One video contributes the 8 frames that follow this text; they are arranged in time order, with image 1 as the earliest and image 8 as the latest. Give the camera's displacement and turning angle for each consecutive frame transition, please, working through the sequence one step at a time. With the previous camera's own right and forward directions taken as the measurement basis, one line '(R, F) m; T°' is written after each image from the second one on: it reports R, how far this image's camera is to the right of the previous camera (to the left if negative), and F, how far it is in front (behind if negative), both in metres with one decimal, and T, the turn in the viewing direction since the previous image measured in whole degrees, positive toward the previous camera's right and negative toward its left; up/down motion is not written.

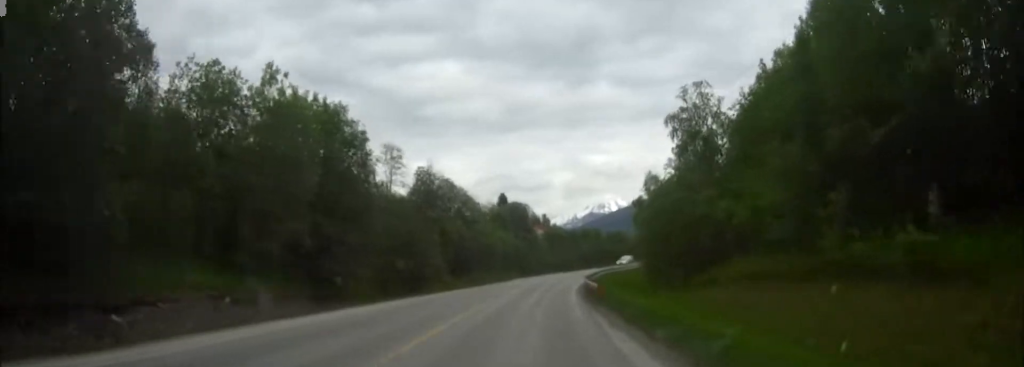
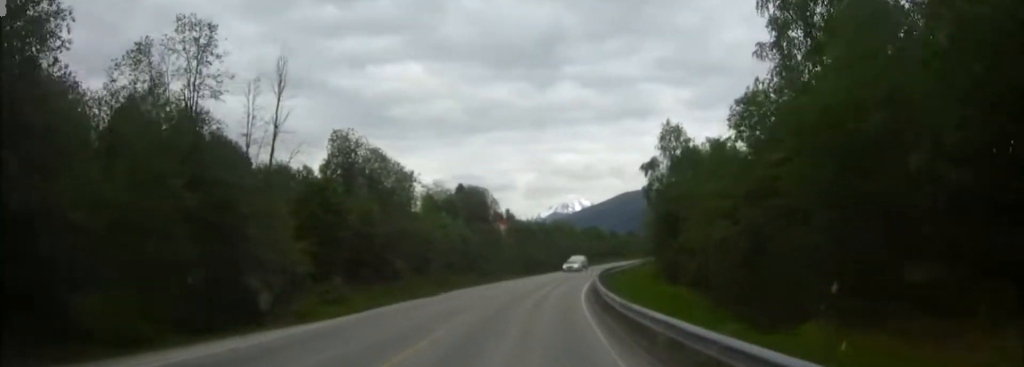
(+0.7, +30.9) m; +3°
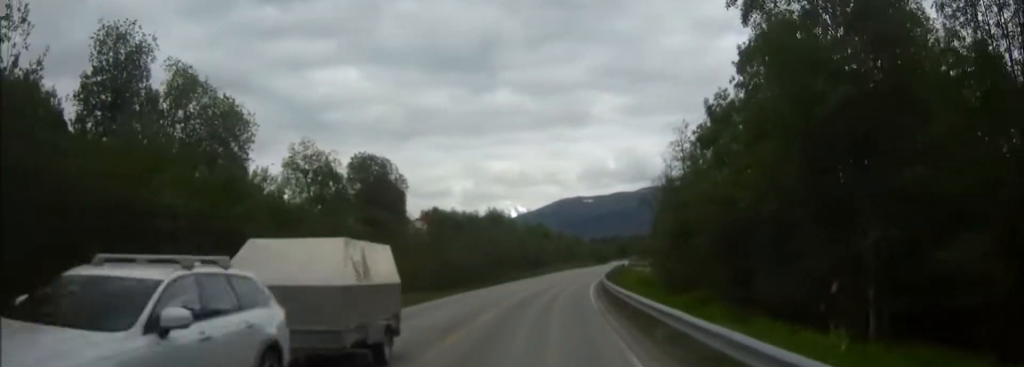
(+1.7, +39.0) m; +6°
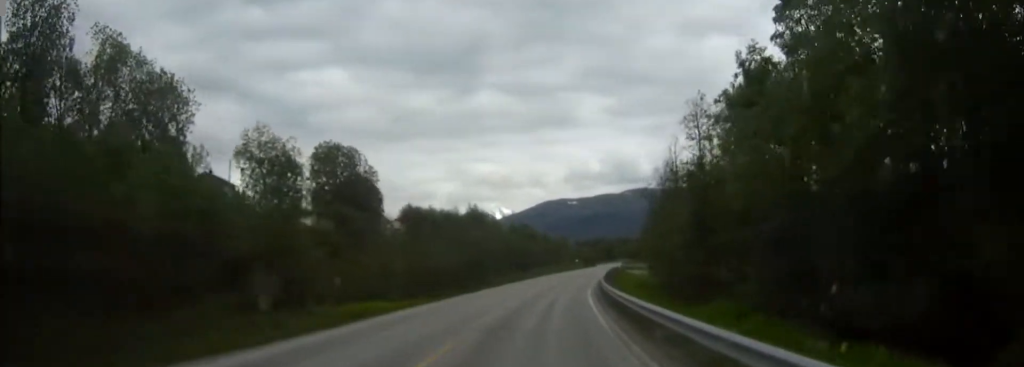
(+0.1, +8.4) m; +1°
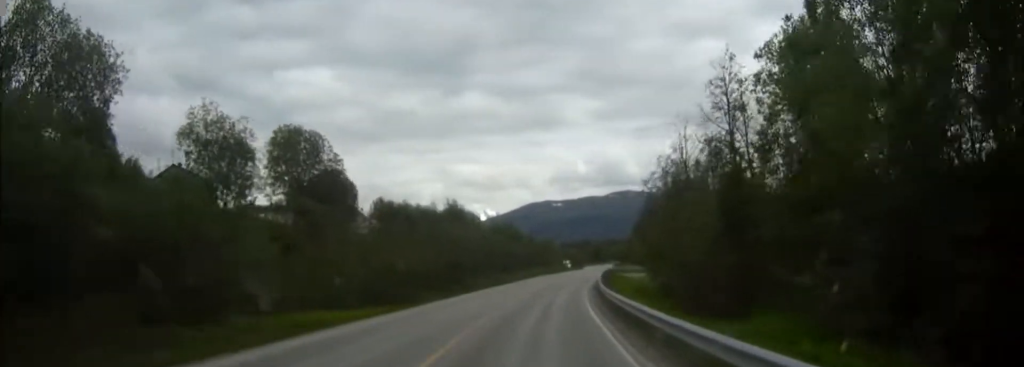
(0.0, +8.4) m; +1°
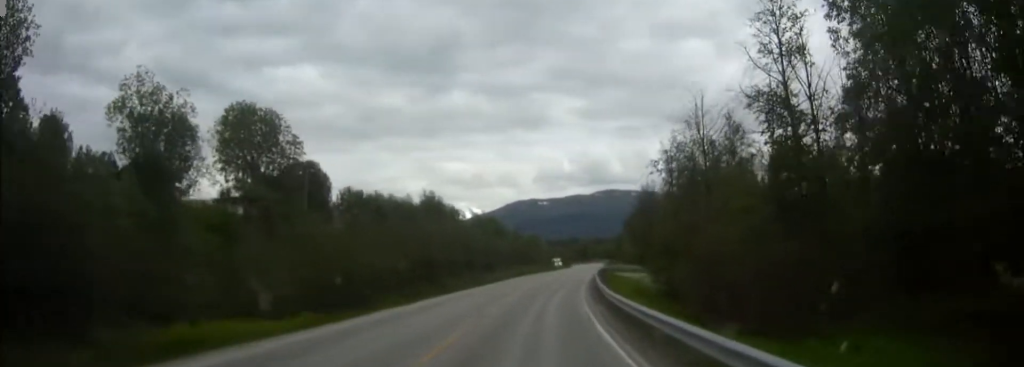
(+0.2, +8.3) m; +1°
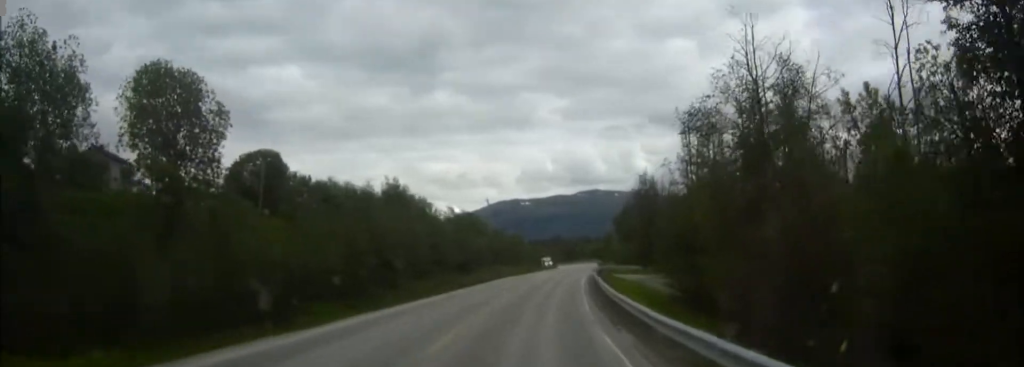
(+0.1, +12.2) m; +2°
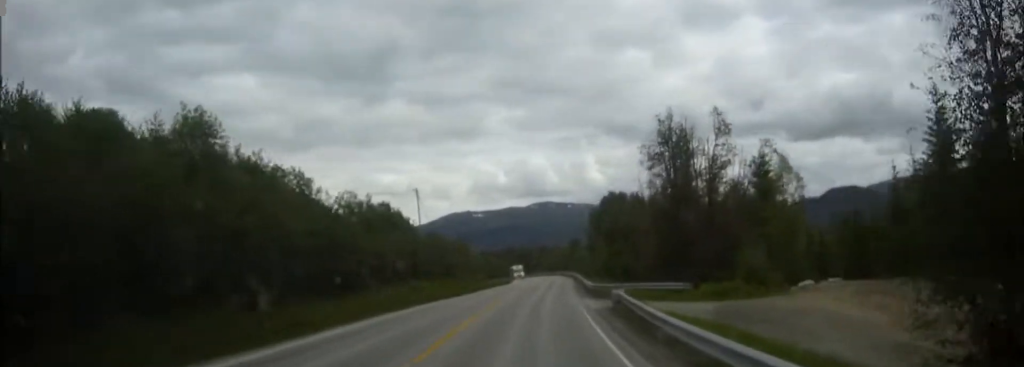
(+1.0, +35.7) m; +3°
